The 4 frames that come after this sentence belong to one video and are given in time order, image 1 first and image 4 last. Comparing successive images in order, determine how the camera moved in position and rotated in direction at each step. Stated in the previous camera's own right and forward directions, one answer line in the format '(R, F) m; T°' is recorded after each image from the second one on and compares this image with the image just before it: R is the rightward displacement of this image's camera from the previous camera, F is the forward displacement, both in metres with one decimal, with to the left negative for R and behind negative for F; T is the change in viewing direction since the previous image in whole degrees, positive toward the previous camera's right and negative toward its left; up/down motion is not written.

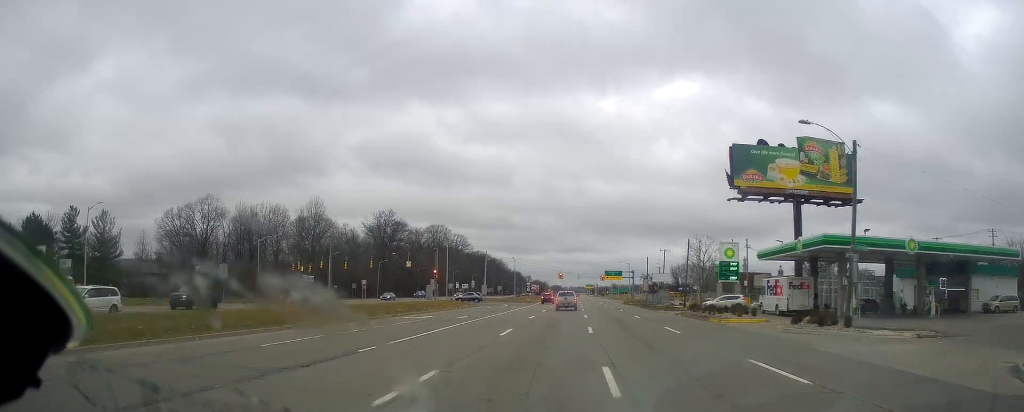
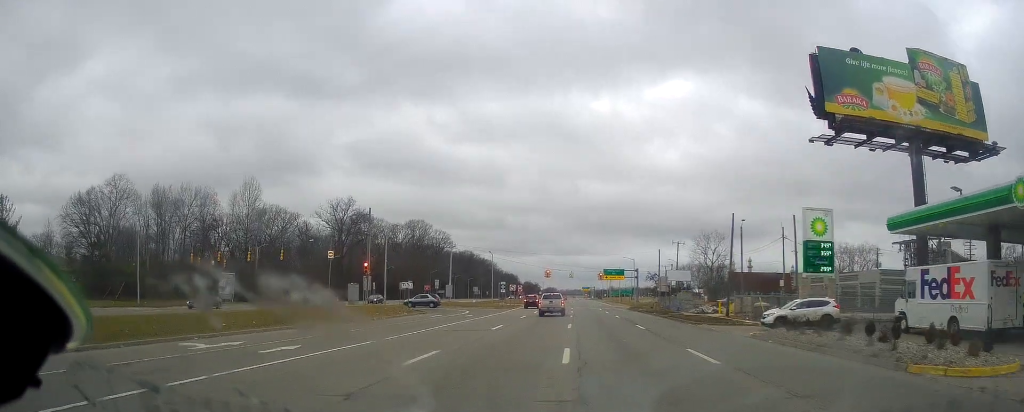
(0.0, +26.9) m; 0°
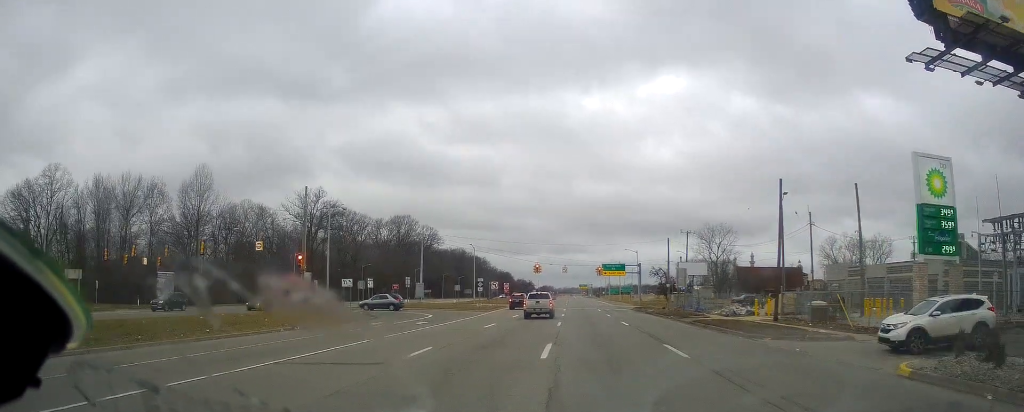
(0.0, +14.5) m; +2°
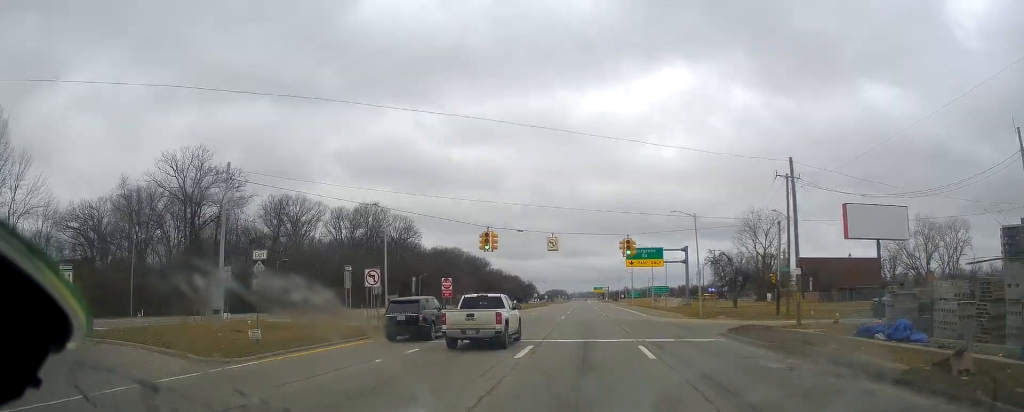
(-0.1, +46.3) m; -2°
